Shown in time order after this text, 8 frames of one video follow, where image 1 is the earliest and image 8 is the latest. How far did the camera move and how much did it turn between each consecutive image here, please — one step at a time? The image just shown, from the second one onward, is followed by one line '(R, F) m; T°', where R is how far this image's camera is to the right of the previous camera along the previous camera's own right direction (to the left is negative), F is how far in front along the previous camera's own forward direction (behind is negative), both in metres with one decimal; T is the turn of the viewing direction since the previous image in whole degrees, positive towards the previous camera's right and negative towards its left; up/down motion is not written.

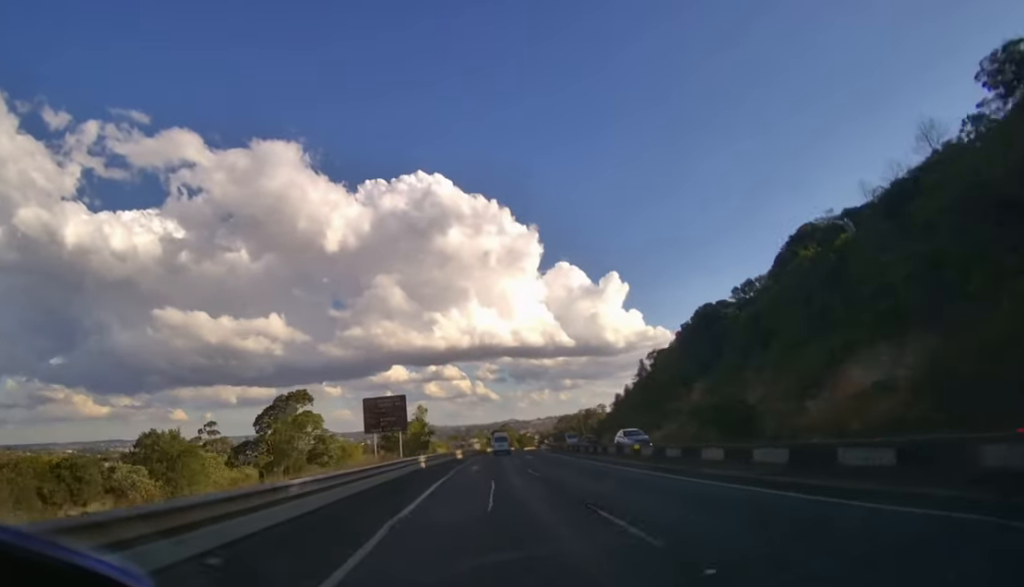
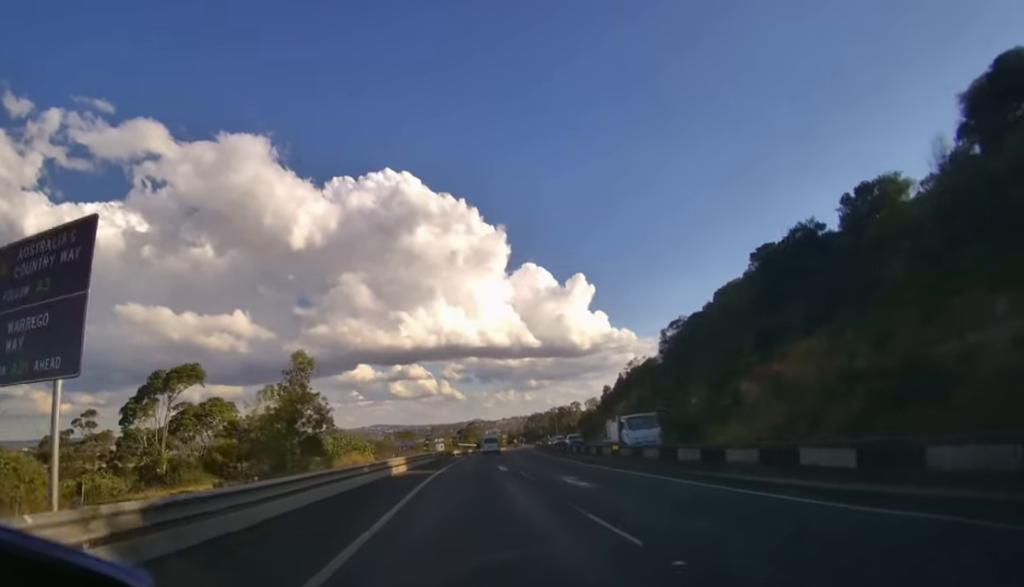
(+0.7, +23.7) m; +3°
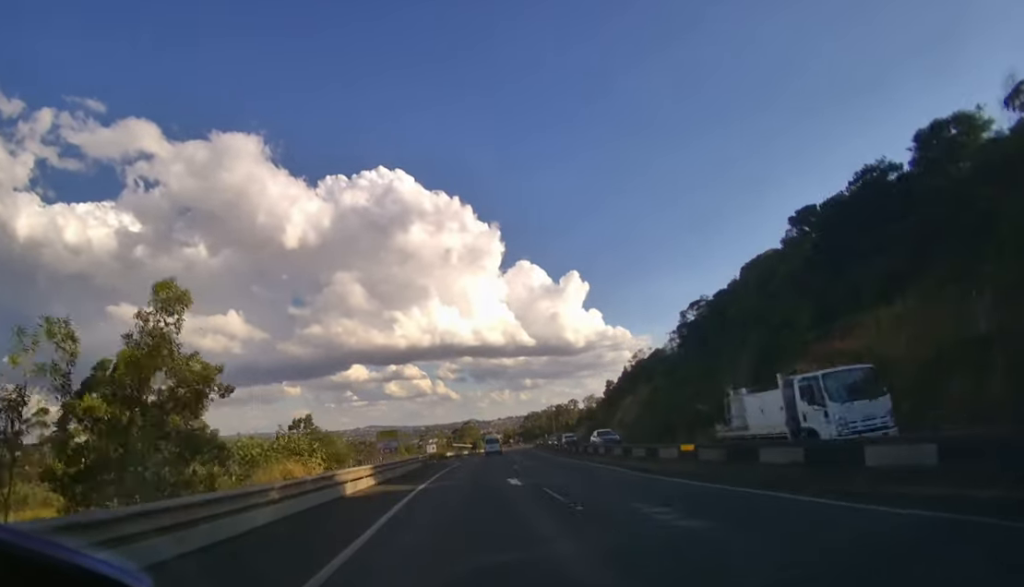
(0.0, +7.8) m; +1°
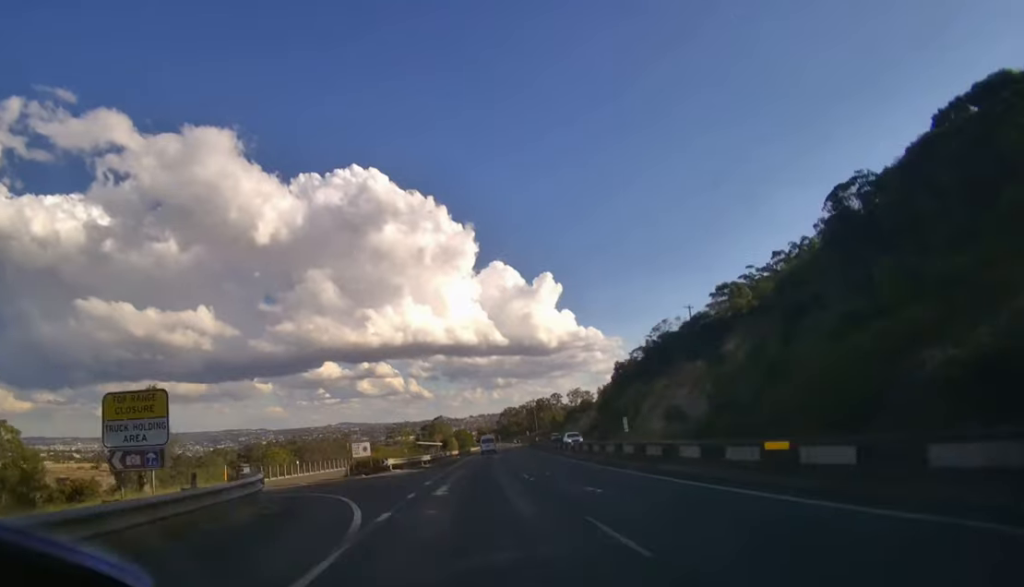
(+0.8, +24.9) m; +3°
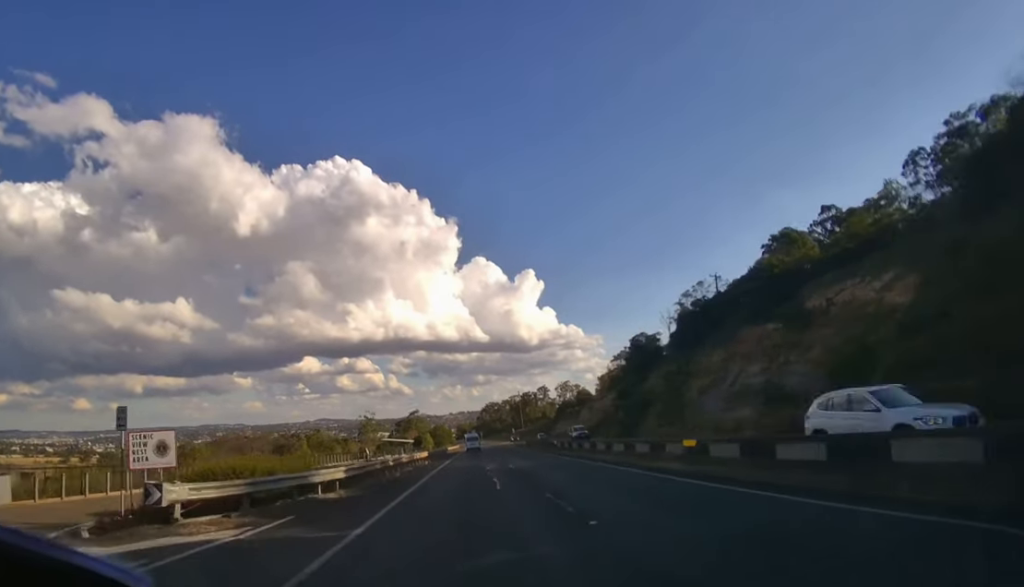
(+0.2, +19.0) m; +1°
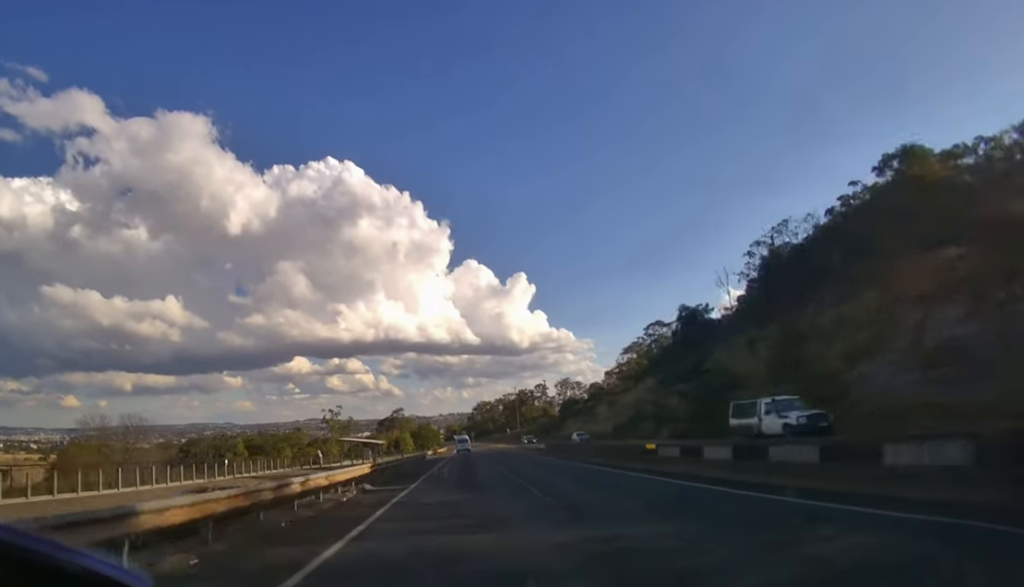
(+0.2, +19.7) m; +1°
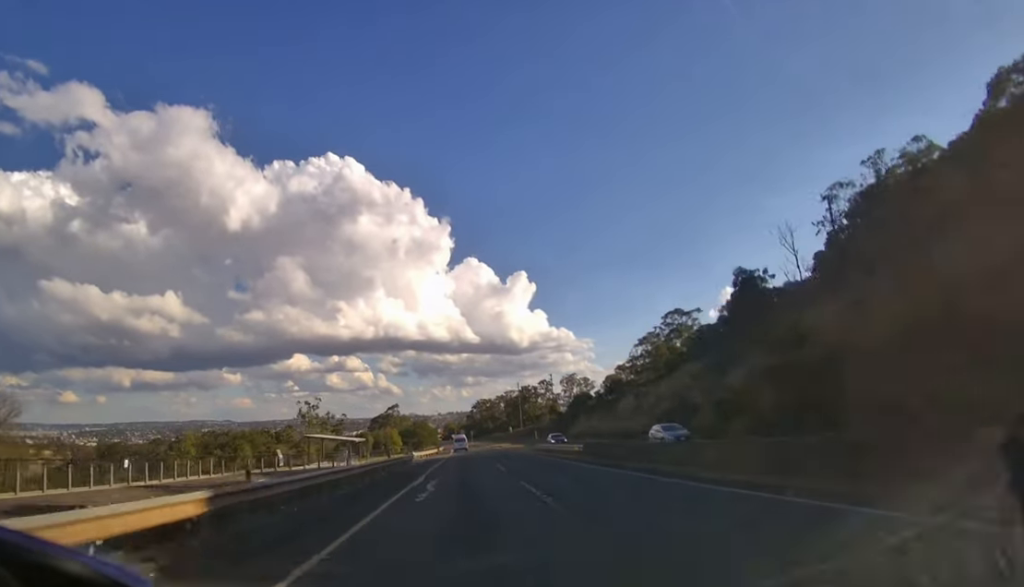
(+0.1, +12.6) m; 0°
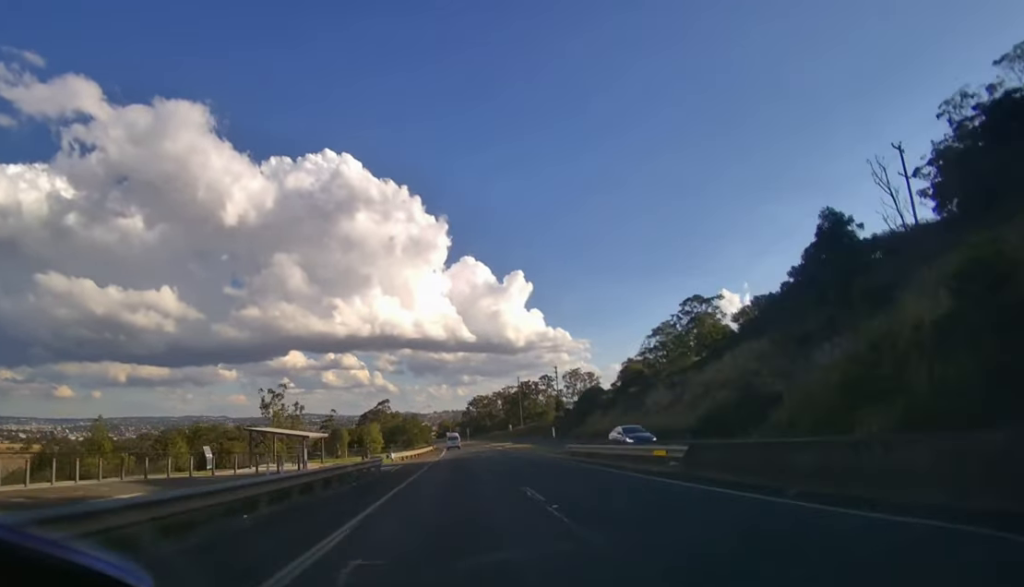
(0.0, +12.3) m; 0°
